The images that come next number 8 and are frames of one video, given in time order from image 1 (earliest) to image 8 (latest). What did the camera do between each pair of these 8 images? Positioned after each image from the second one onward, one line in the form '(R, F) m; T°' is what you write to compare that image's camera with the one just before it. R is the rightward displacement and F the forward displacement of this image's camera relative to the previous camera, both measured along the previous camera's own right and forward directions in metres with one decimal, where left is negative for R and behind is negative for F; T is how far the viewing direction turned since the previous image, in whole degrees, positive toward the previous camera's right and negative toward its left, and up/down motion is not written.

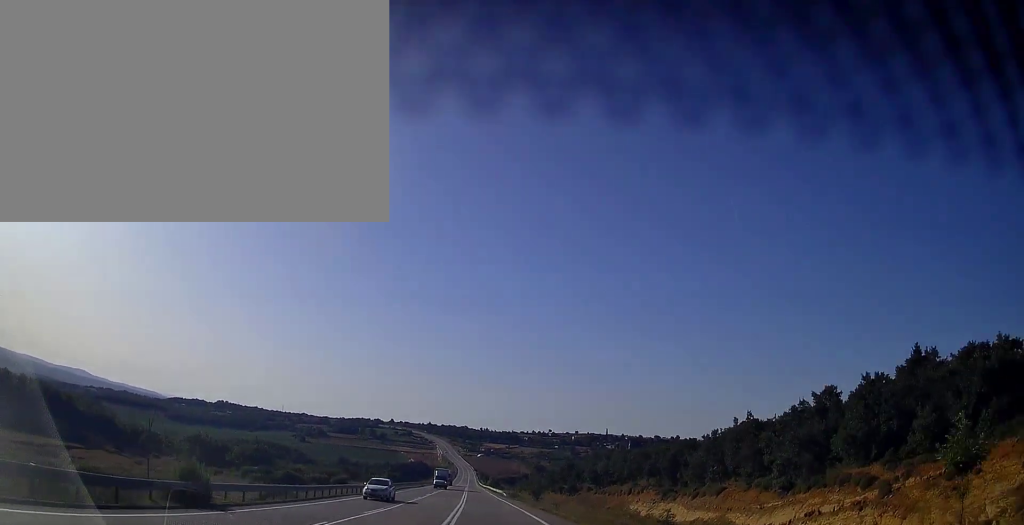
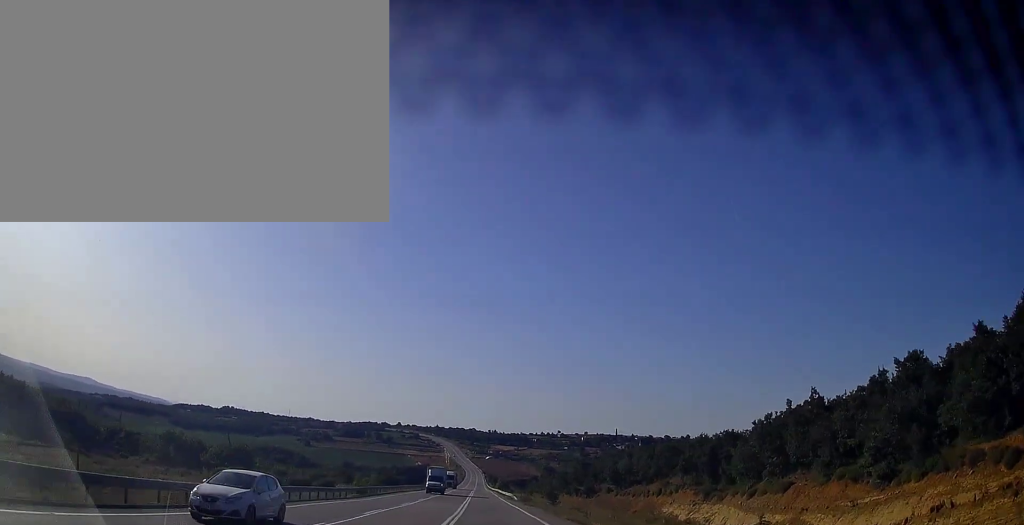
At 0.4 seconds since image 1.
(-0.1, +11.5) m; -1°
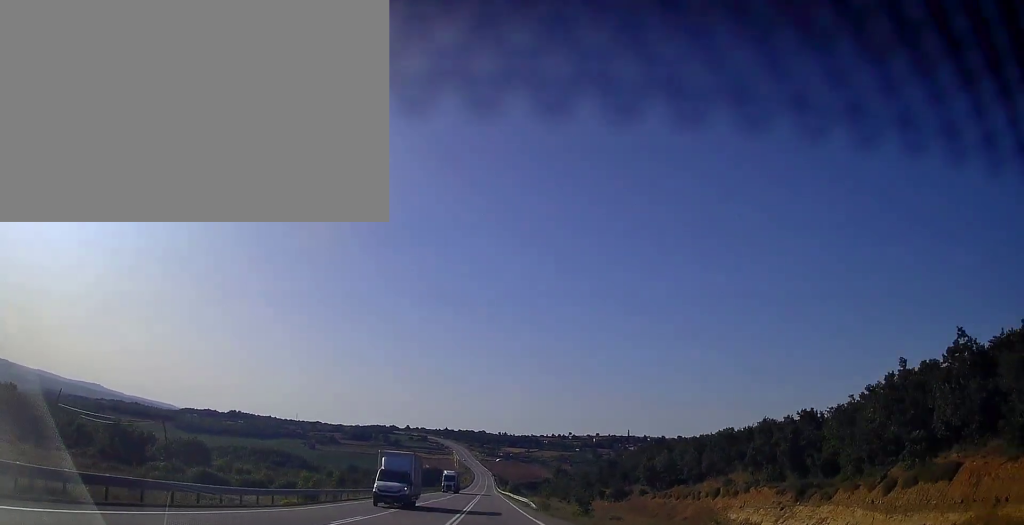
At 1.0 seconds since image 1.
(-0.2, +16.1) m; -1°
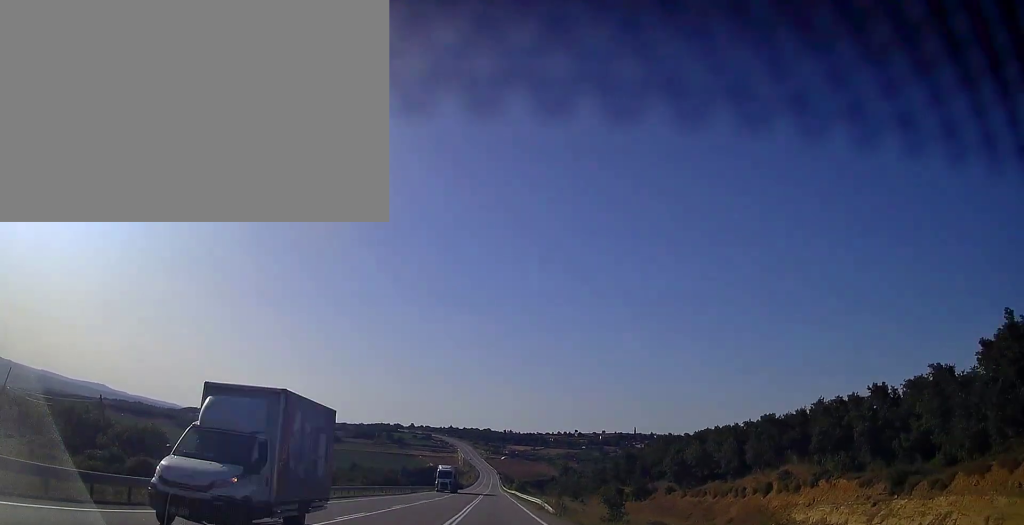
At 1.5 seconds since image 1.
(-0.1, +11.7) m; -1°
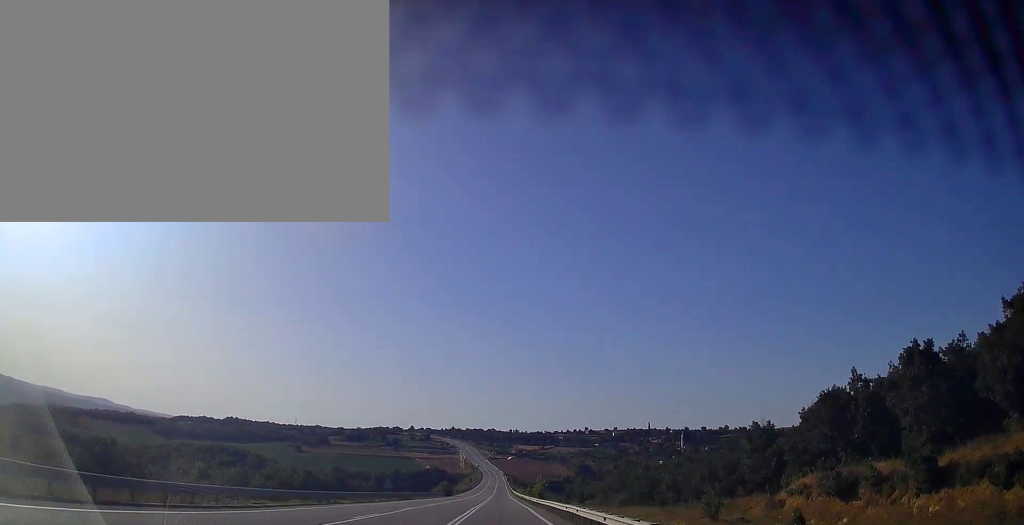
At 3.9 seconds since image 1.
(-1.6, +65.7) m; -1°
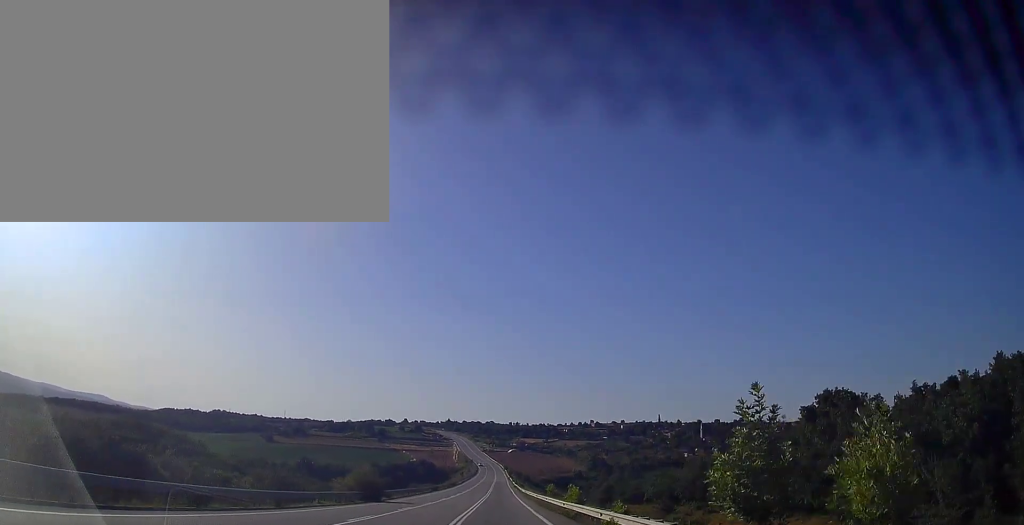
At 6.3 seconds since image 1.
(-0.1, +69.0) m; 0°
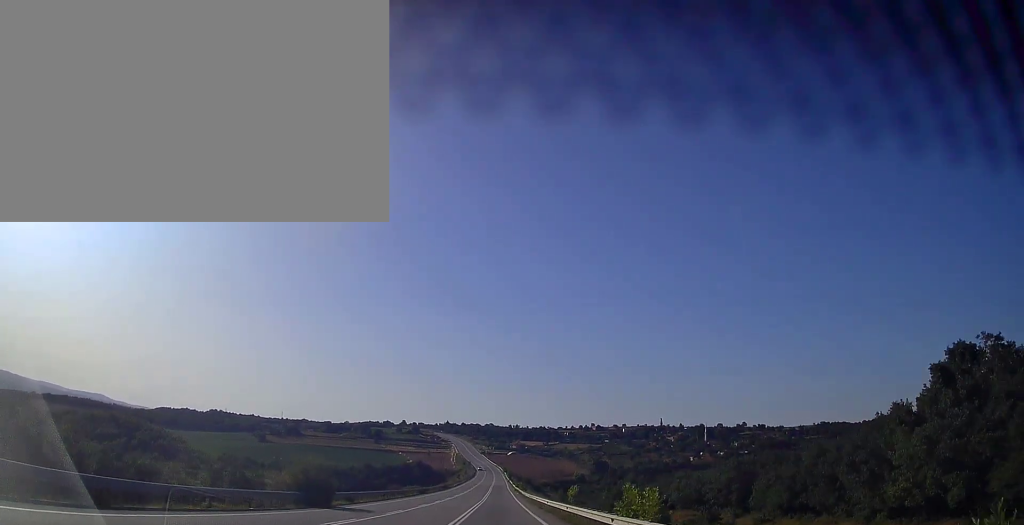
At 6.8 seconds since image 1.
(0.0, +14.1) m; 0°
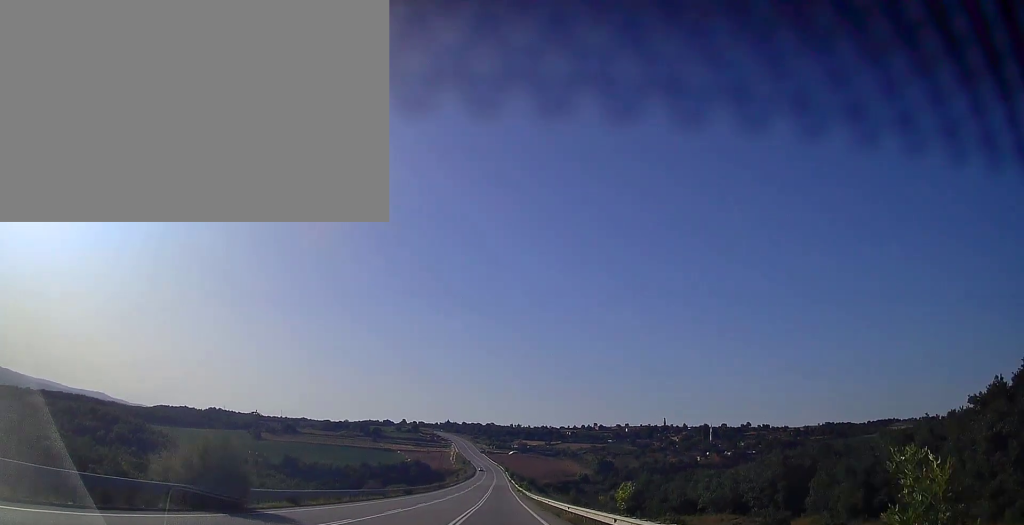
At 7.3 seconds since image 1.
(0.0, +12.3) m; 0°
